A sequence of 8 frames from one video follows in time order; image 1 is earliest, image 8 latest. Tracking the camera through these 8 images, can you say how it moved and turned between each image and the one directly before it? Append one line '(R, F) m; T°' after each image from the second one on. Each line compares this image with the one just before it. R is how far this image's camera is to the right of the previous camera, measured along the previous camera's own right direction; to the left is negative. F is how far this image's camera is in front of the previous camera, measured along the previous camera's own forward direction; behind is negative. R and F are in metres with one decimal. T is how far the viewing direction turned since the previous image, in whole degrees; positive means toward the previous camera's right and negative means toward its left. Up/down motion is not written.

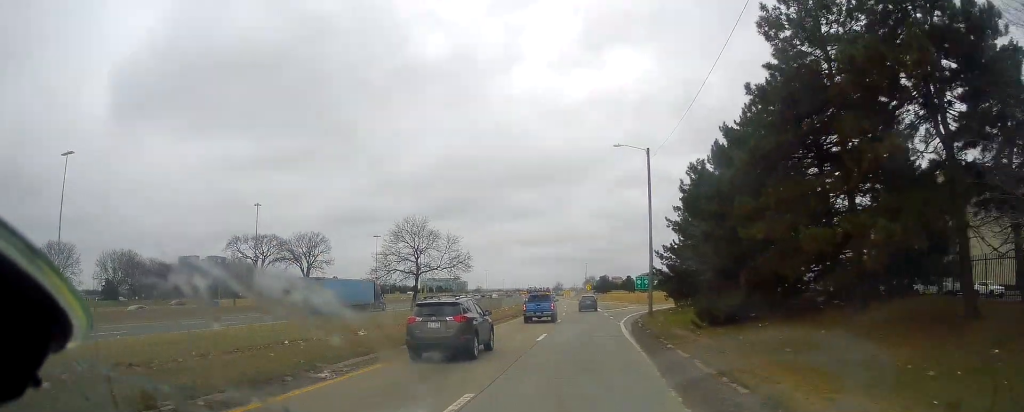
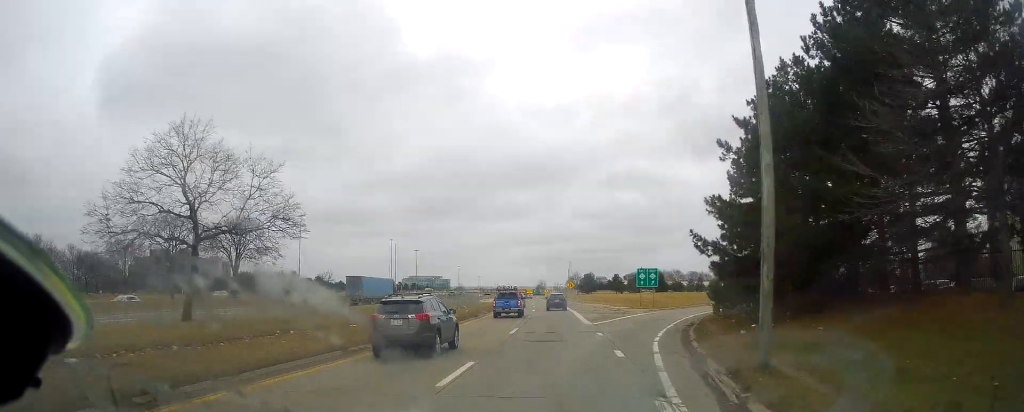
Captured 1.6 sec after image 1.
(0.0, +26.4) m; +3°
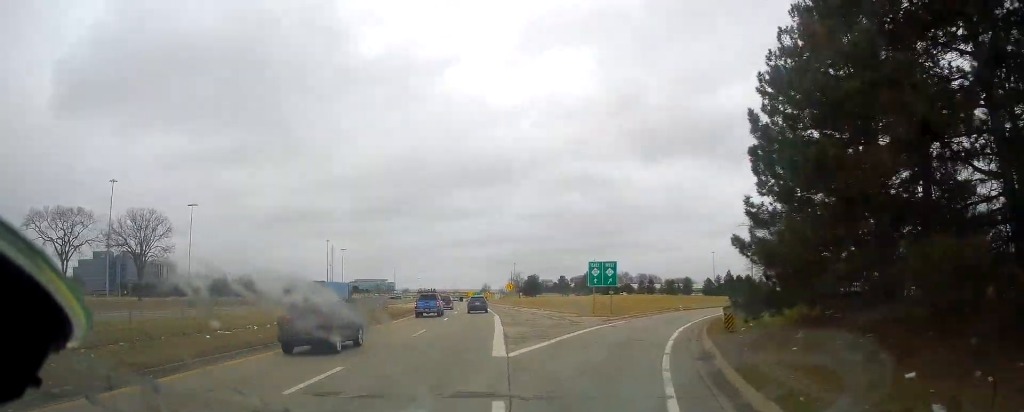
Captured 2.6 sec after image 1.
(+0.7, +15.9) m; +4°
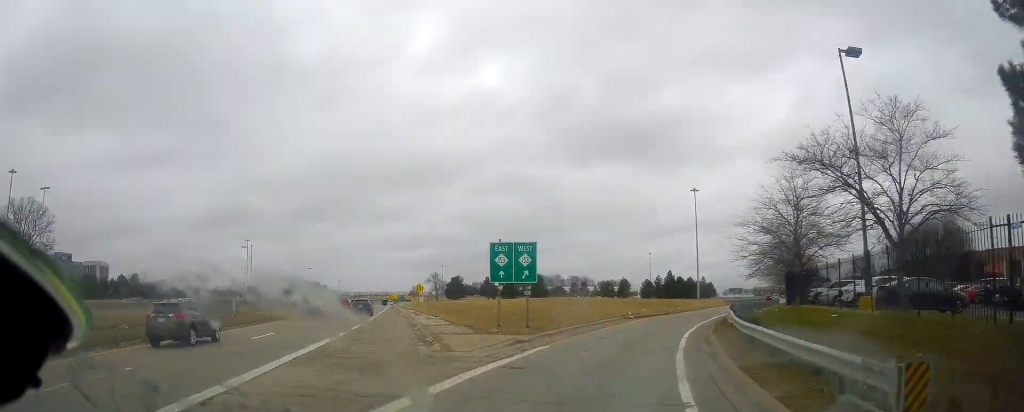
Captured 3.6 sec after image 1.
(+0.5, +16.7) m; +5°
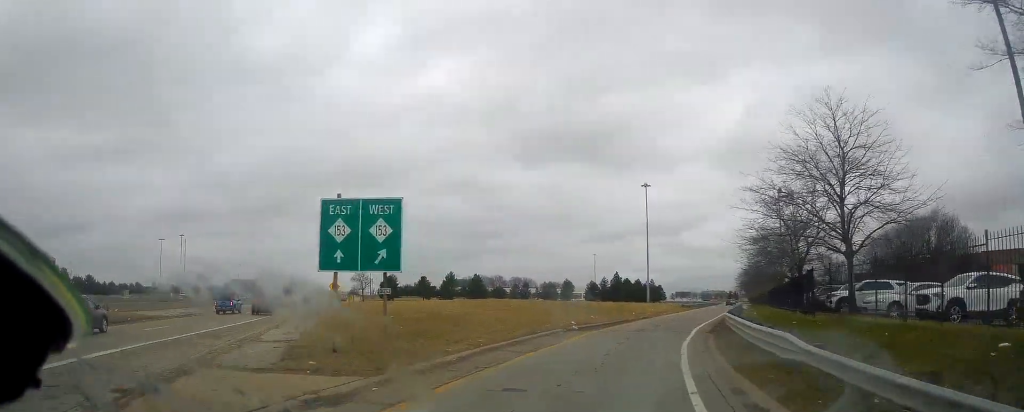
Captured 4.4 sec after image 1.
(+0.7, +12.1) m; +5°
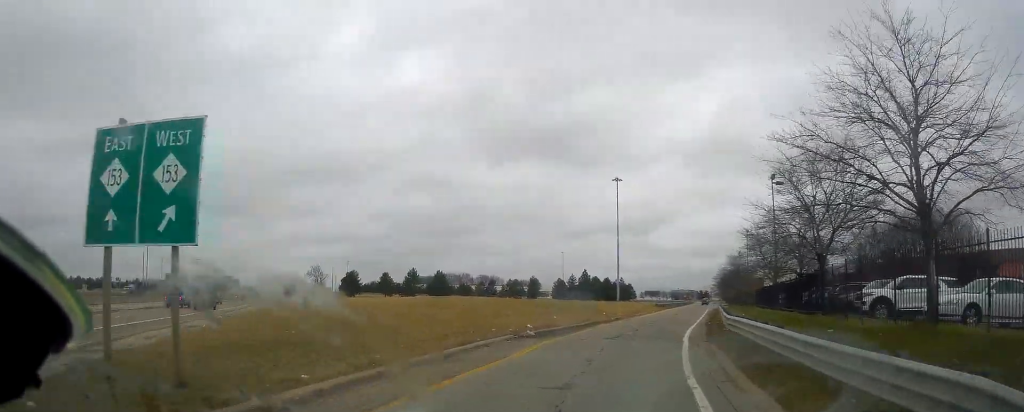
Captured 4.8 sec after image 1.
(+0.1, +6.9) m; +3°
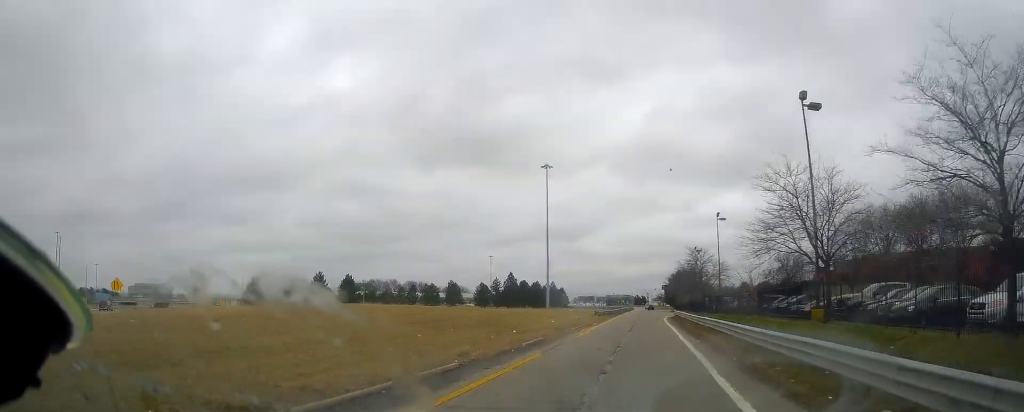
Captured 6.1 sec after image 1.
(+1.7, +20.5) m; +8°
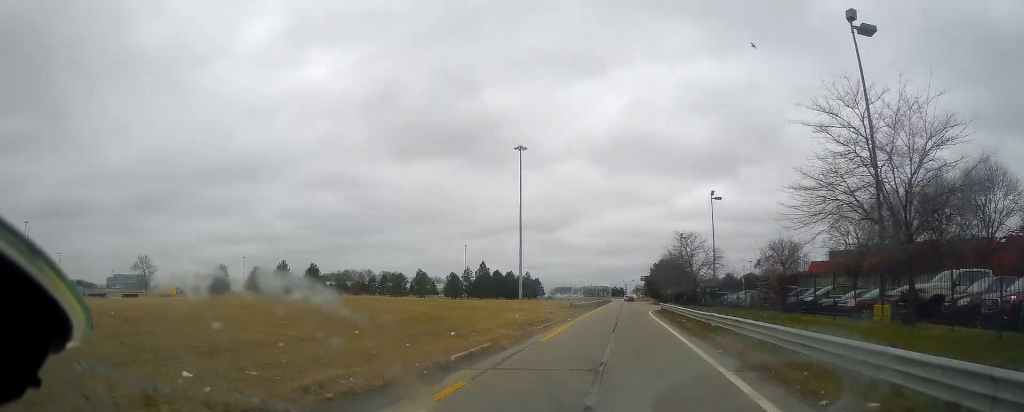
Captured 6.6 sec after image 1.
(+0.3, +8.4) m; +2°
